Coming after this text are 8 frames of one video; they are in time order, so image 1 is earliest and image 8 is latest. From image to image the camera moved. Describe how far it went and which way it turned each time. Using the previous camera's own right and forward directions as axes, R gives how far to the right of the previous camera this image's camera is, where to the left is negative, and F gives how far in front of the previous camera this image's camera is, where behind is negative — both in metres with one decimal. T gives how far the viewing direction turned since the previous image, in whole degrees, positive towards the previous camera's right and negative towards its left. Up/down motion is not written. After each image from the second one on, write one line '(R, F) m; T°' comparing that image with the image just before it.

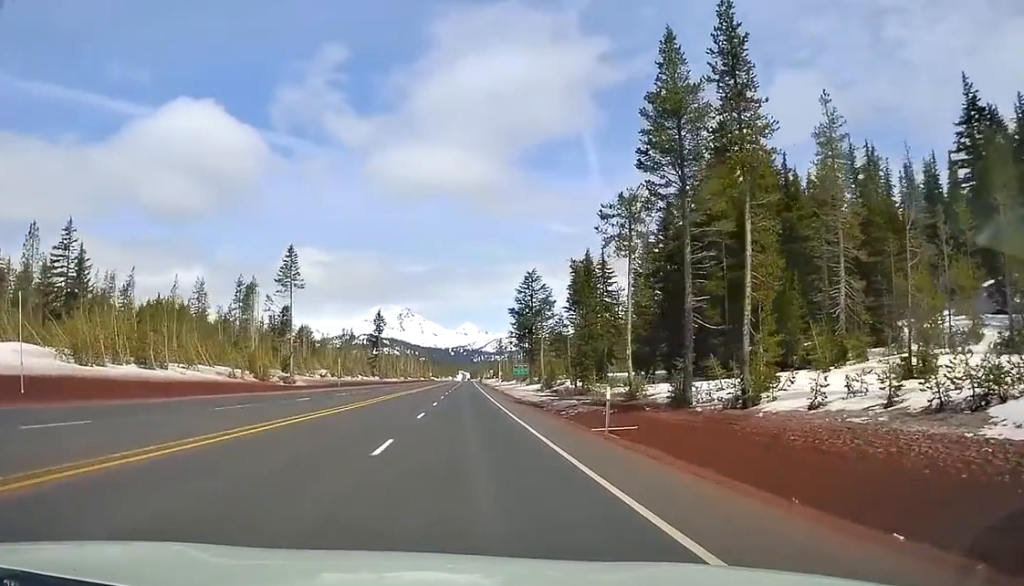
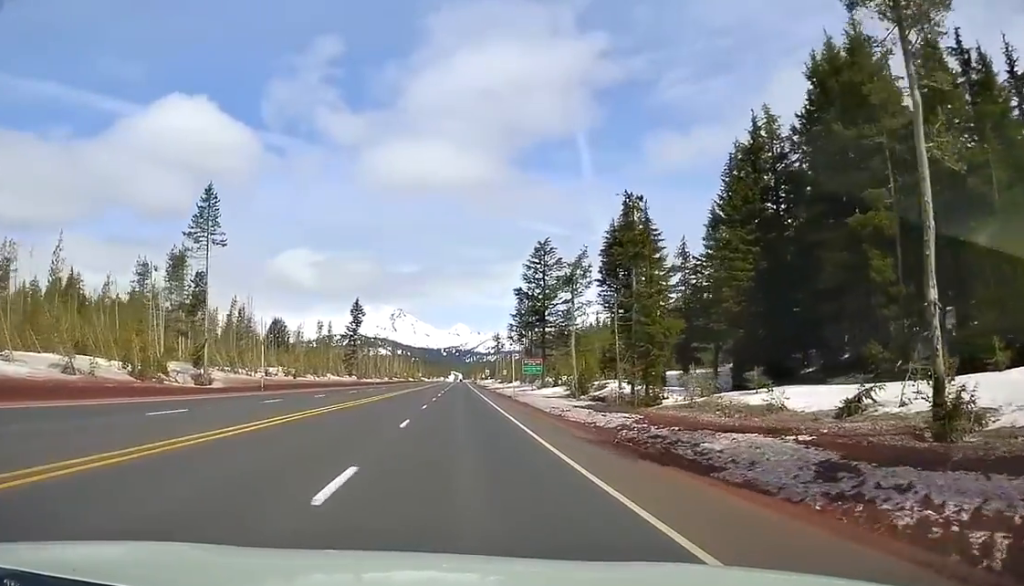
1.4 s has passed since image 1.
(+0.1, +31.5) m; +1°
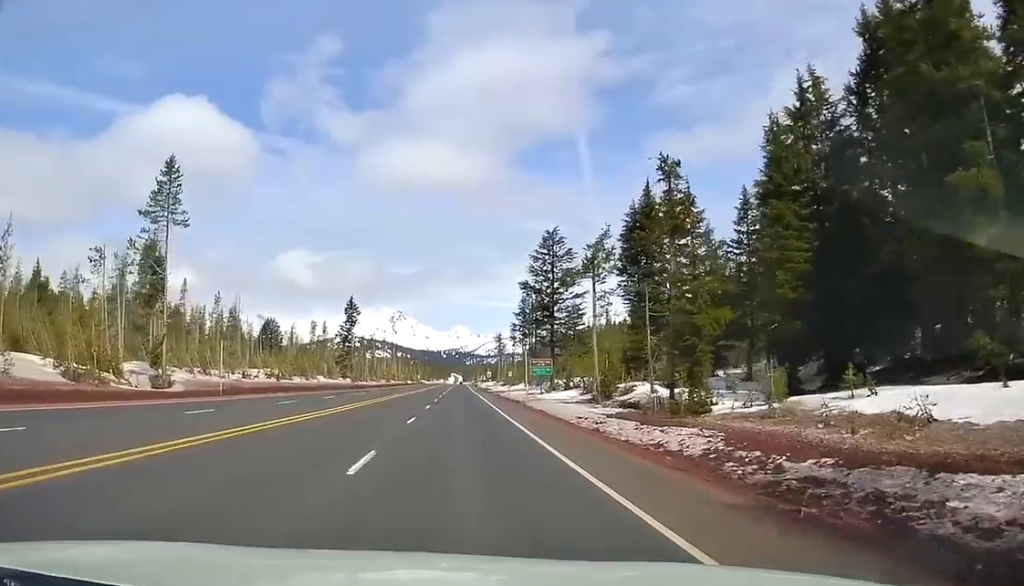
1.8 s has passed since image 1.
(+0.2, +10.2) m; 0°
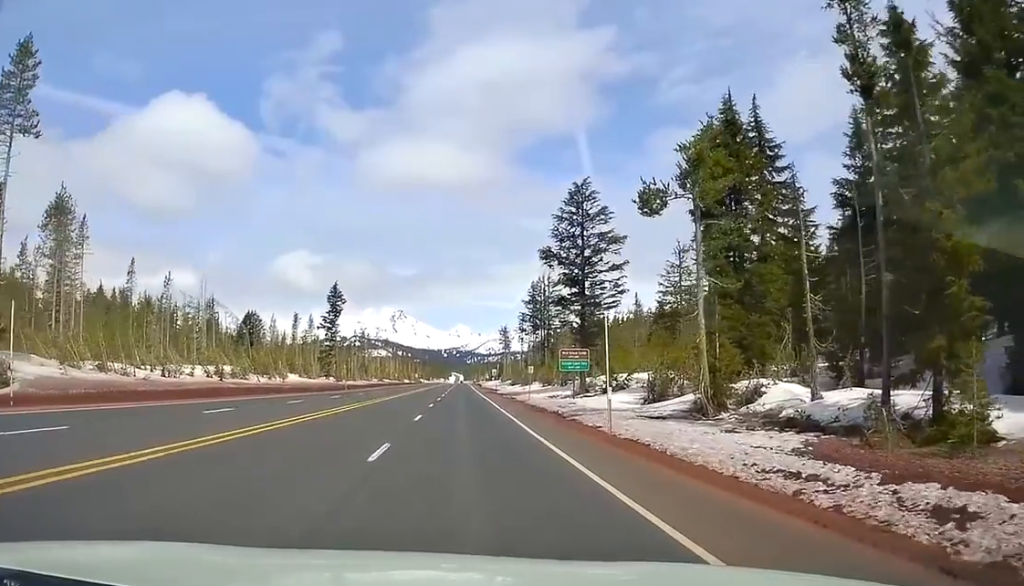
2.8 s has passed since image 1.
(+0.2, +23.3) m; -1°
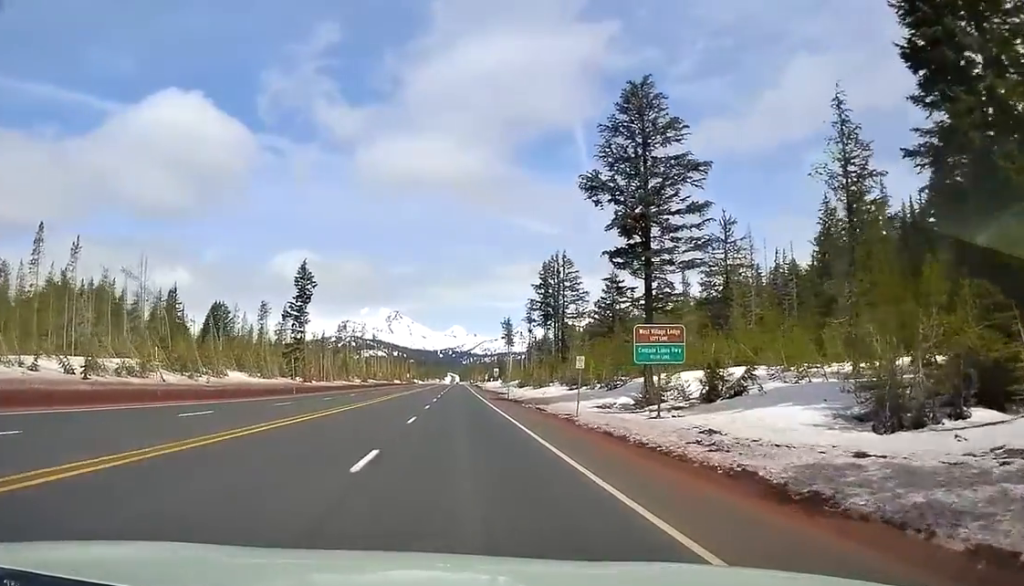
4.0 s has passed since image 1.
(-0.5, +26.4) m; -1°
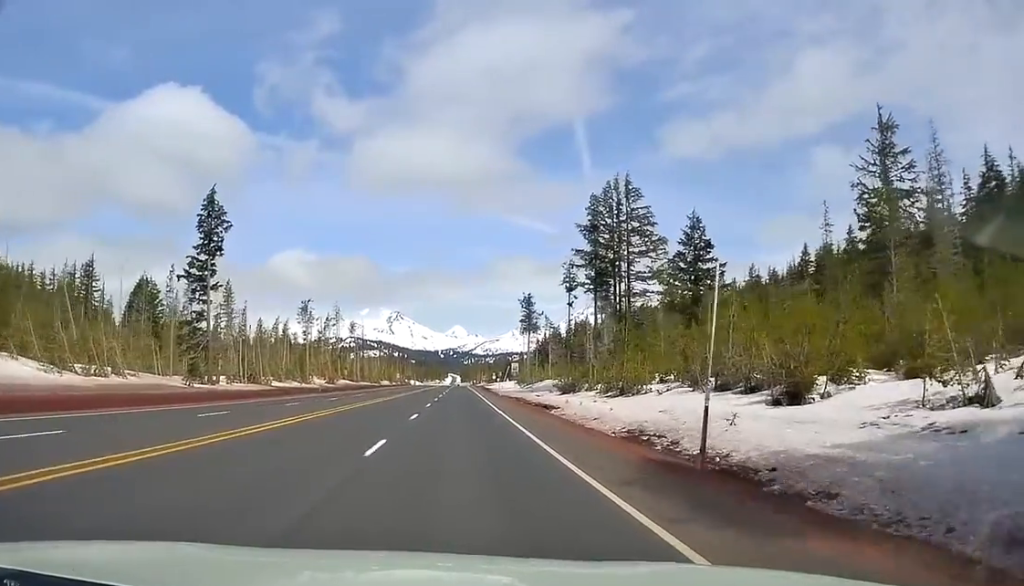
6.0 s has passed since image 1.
(+0.7, +44.9) m; +2°
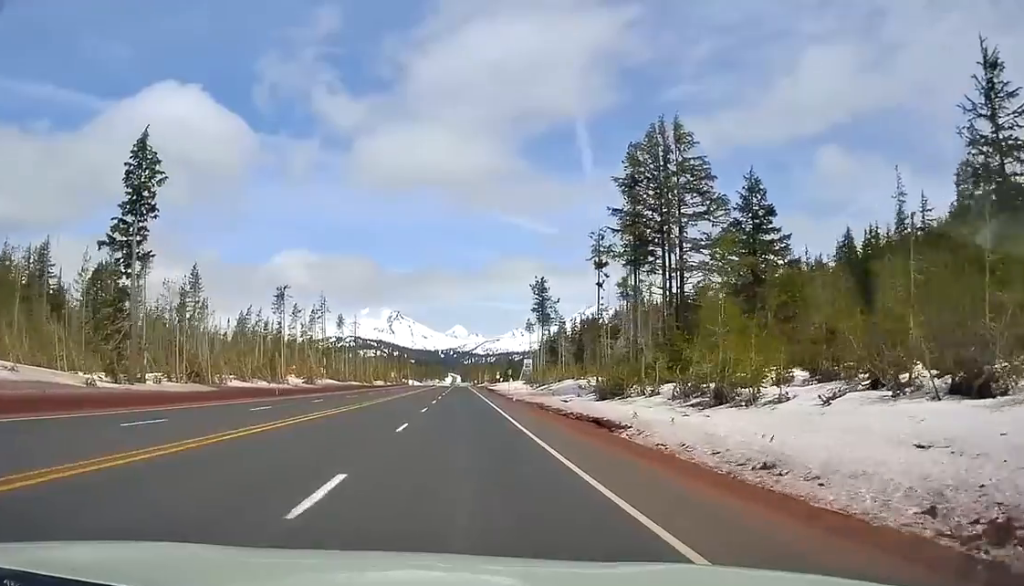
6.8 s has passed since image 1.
(+0.1, +16.8) m; 0°
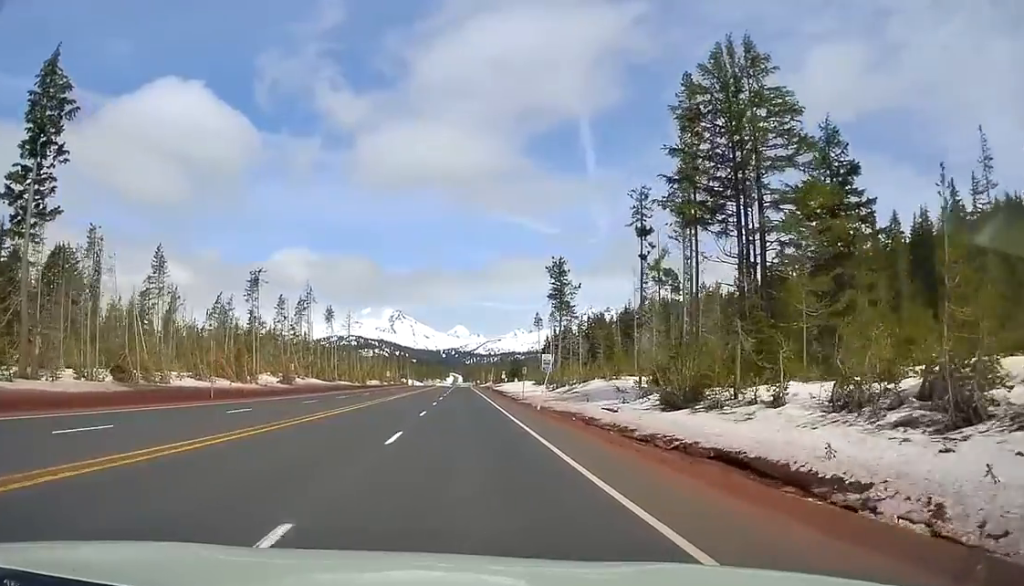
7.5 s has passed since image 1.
(-0.1, +14.8) m; -1°
